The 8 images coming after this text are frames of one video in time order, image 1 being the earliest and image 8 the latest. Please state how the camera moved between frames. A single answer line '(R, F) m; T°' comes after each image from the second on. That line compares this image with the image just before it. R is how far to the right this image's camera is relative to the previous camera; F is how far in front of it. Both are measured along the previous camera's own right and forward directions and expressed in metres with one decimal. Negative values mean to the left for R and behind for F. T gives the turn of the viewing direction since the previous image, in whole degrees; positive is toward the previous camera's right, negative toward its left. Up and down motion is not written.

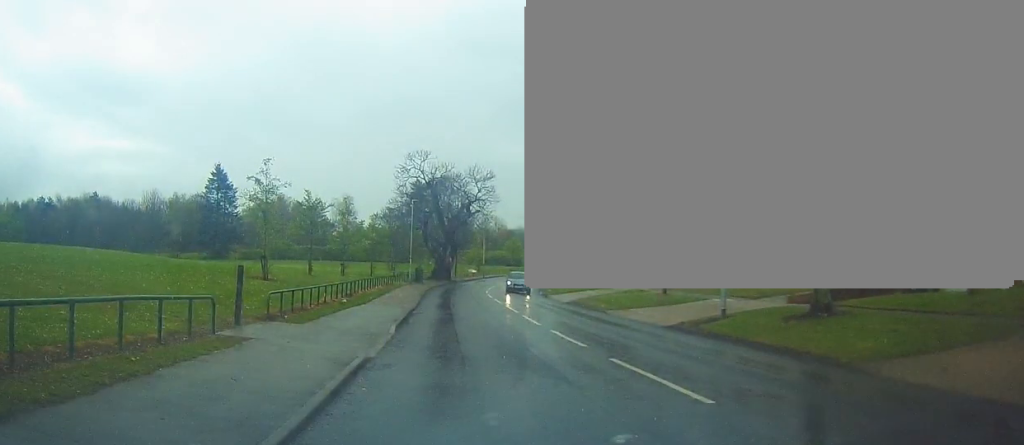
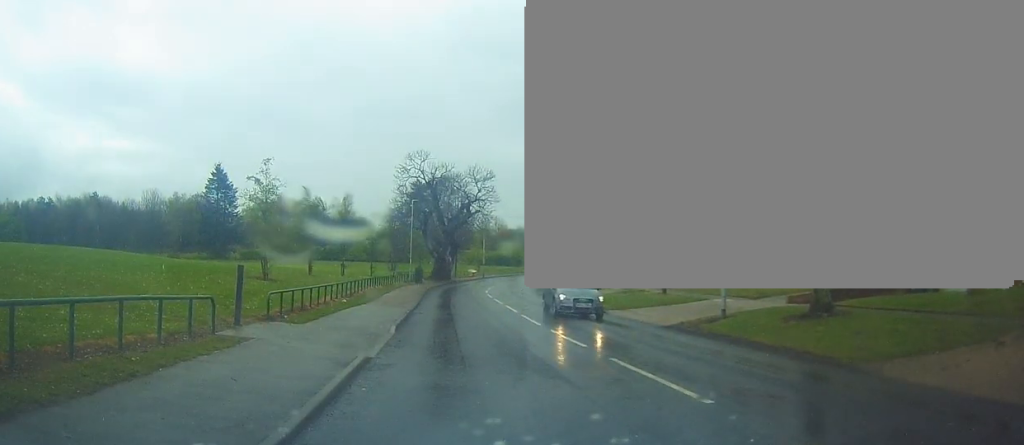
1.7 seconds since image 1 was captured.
(0.0, 0.0) m; 0°
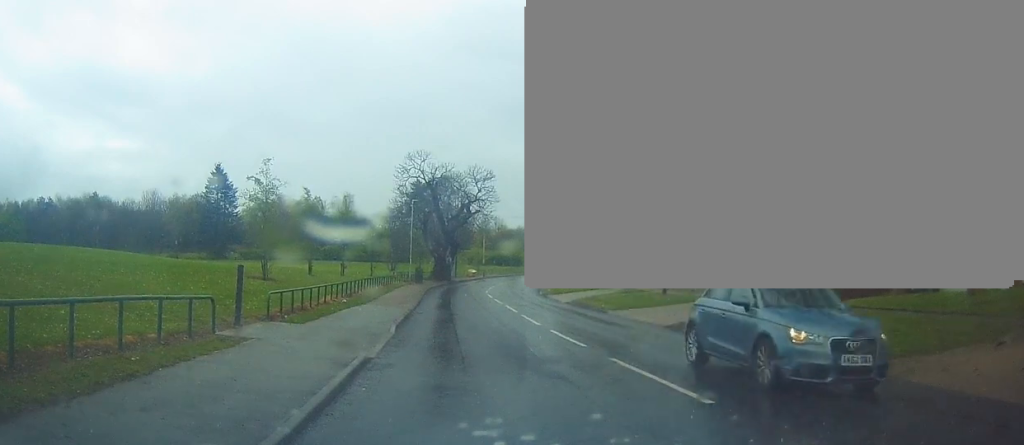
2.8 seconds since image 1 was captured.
(0.0, 0.0) m; 0°
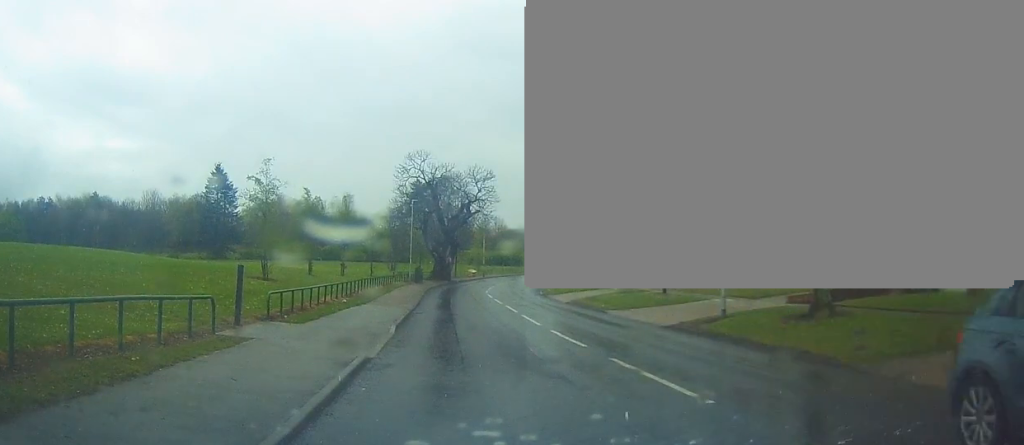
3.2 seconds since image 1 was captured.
(0.0, 0.0) m; 0°
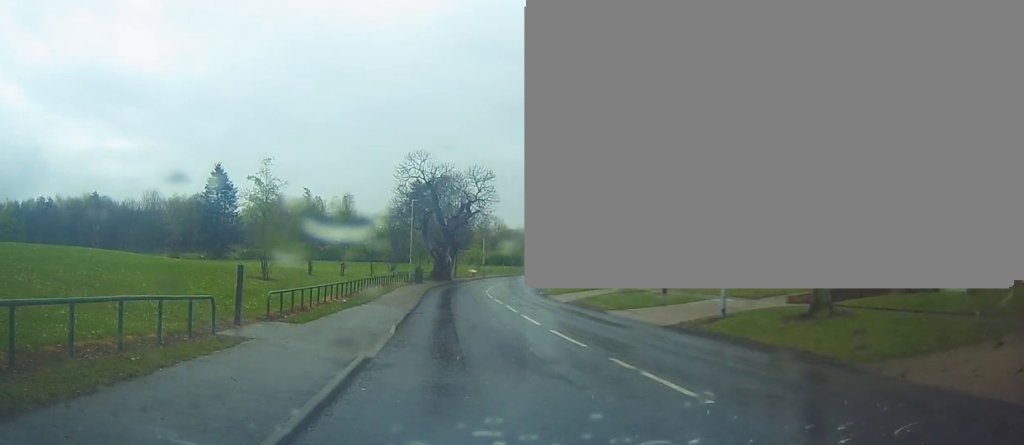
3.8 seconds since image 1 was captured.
(0.0, 0.0) m; 0°
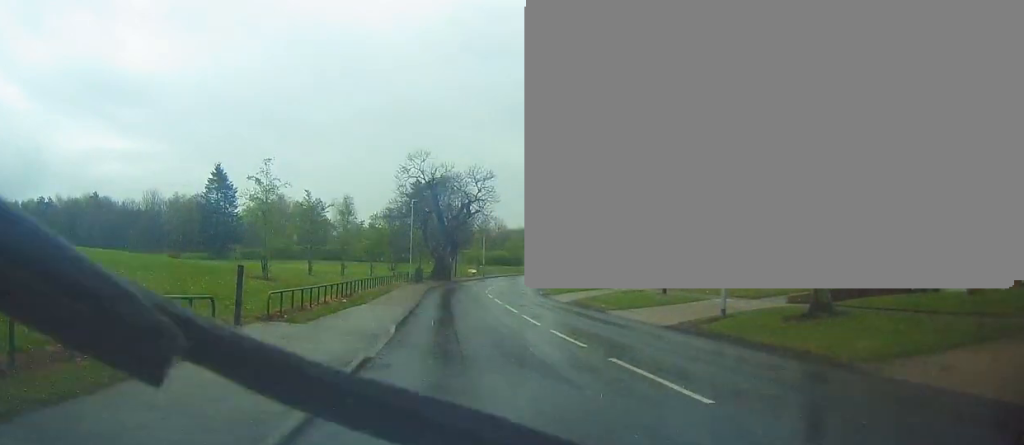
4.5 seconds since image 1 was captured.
(0.0, 0.0) m; 0°
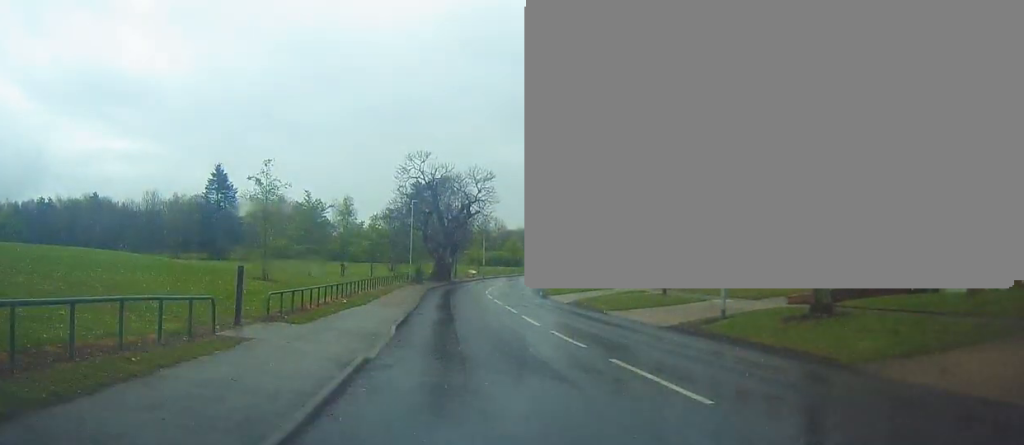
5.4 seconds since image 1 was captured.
(0.0, 0.0) m; 0°
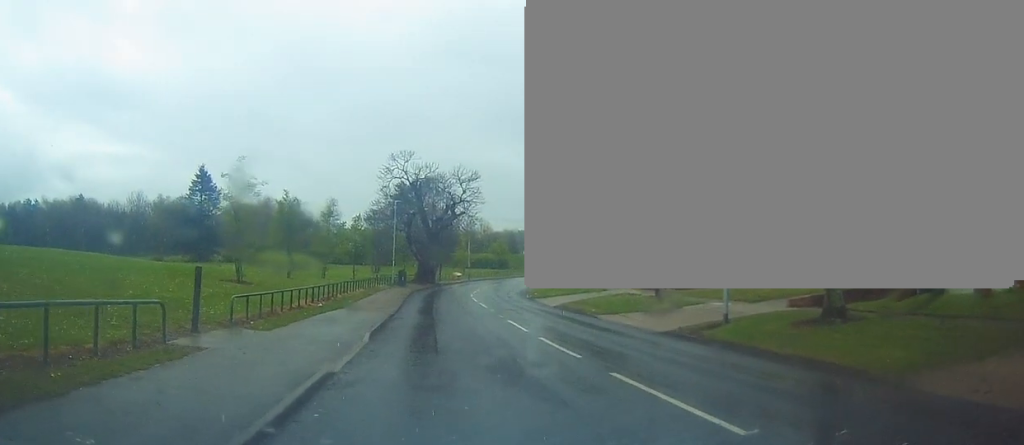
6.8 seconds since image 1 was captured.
(0.0, +1.2) m; +3°
